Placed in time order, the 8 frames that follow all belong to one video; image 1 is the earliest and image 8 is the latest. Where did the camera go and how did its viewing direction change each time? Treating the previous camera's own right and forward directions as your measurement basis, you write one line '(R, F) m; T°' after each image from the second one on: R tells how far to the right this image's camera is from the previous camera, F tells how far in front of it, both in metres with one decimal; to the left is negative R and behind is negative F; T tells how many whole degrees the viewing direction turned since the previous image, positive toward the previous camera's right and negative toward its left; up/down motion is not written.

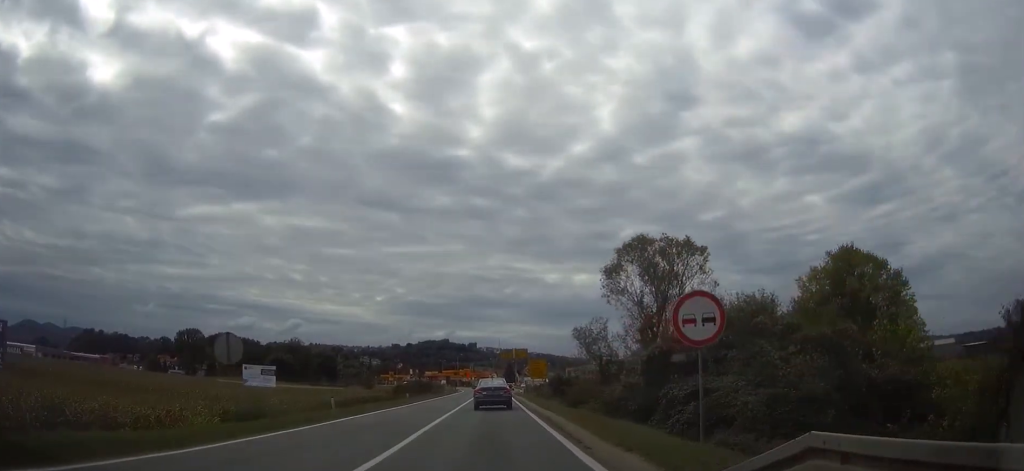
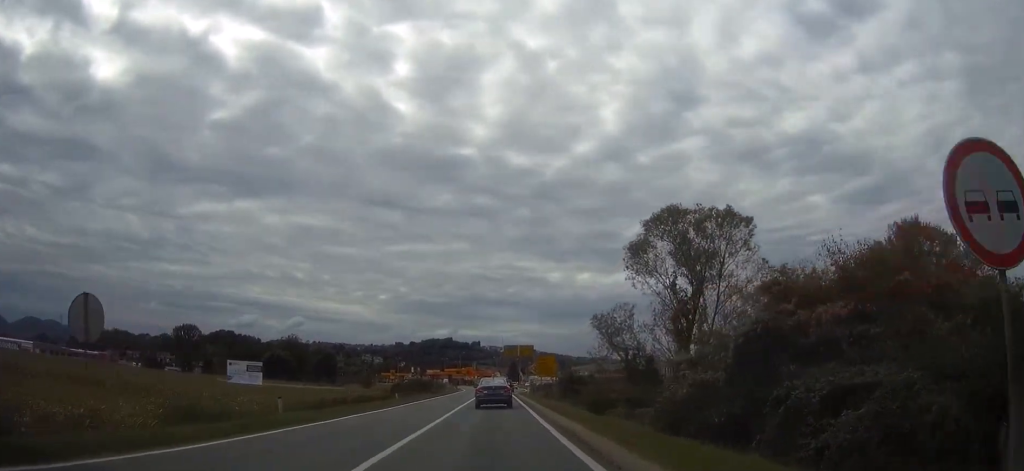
(0.0, +7.3) m; 0°
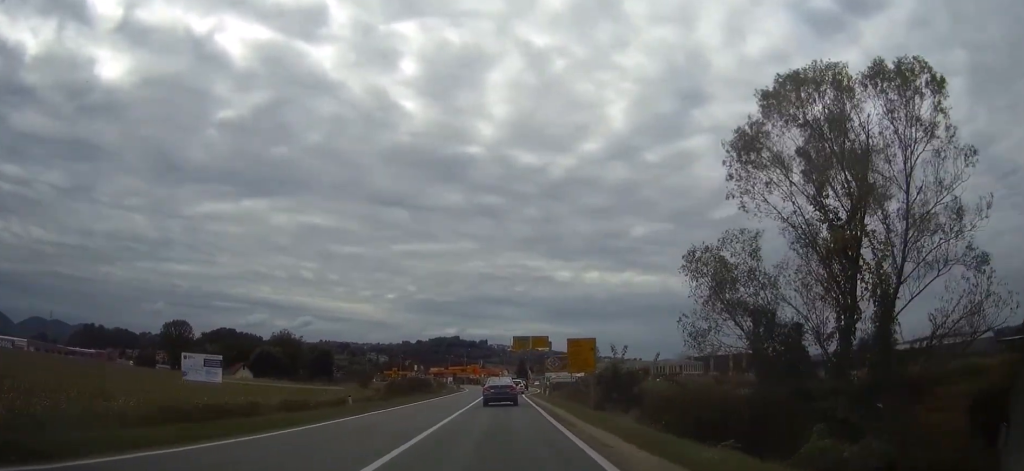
(-0.1, +16.6) m; -1°
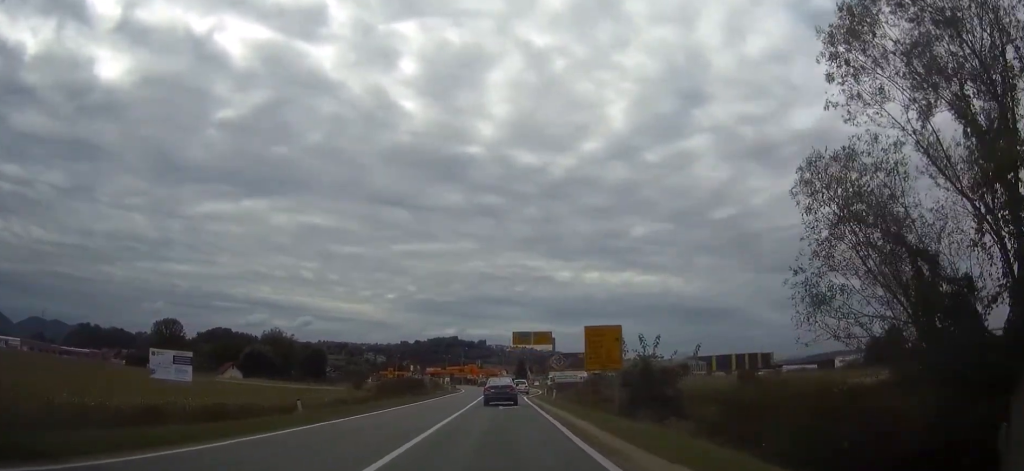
(0.0, +7.7) m; 0°
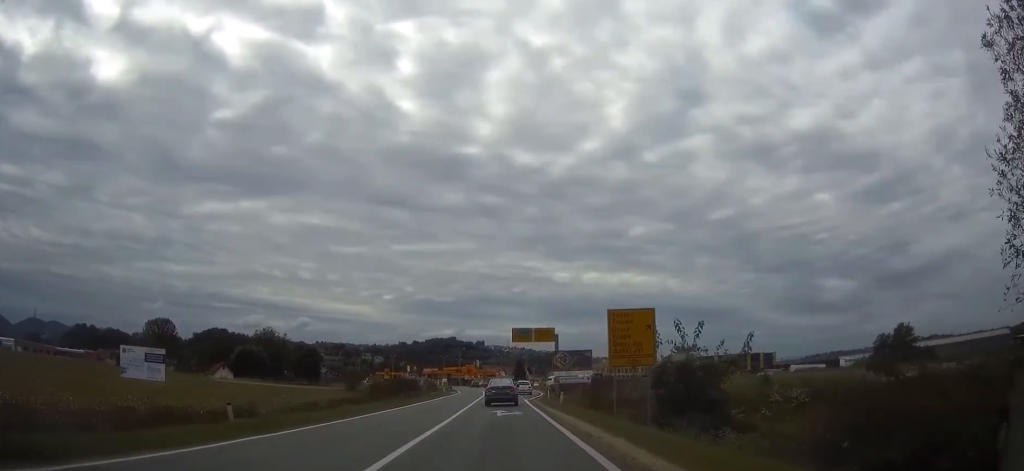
(0.0, +6.1) m; 0°
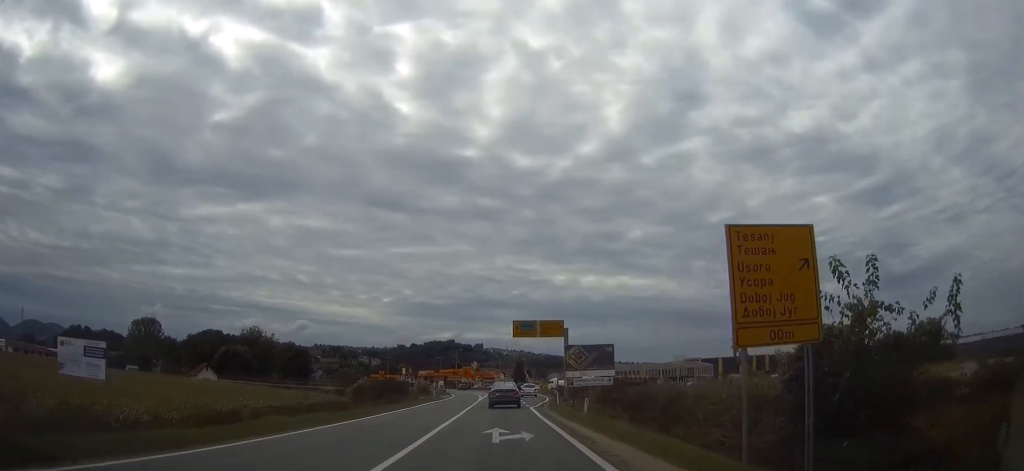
(0.0, +11.0) m; +1°
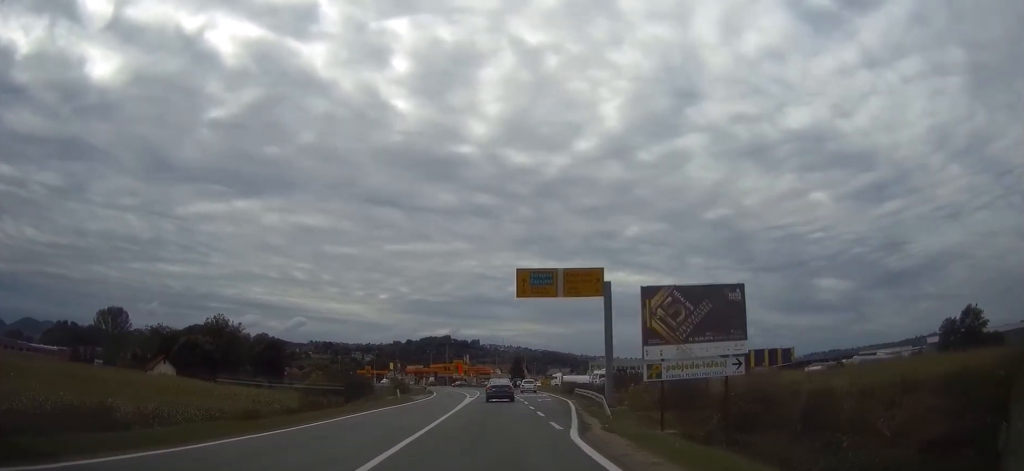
(+0.2, +23.9) m; +1°
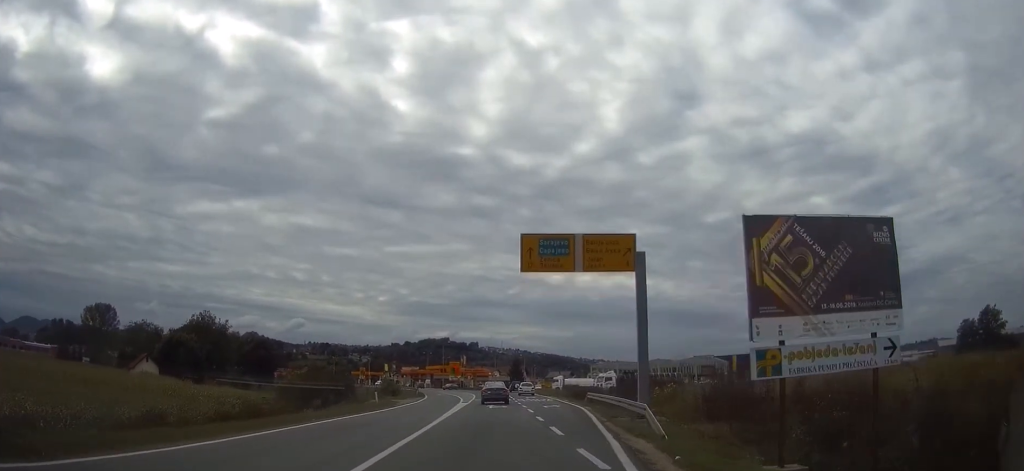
(0.0, +8.2) m; 0°
